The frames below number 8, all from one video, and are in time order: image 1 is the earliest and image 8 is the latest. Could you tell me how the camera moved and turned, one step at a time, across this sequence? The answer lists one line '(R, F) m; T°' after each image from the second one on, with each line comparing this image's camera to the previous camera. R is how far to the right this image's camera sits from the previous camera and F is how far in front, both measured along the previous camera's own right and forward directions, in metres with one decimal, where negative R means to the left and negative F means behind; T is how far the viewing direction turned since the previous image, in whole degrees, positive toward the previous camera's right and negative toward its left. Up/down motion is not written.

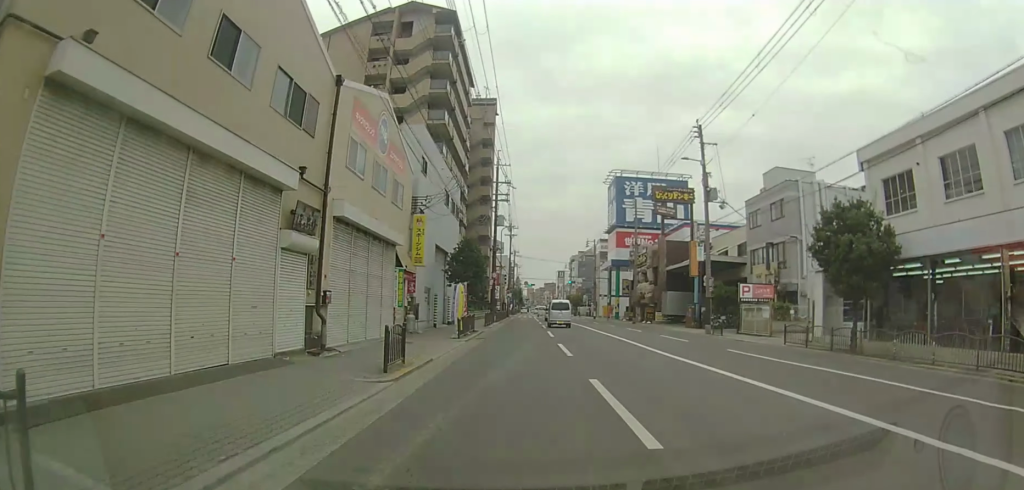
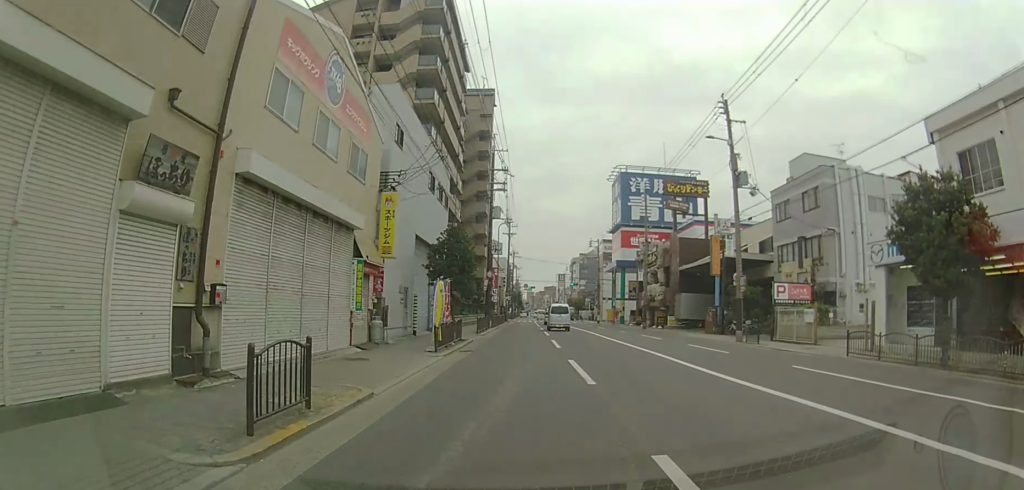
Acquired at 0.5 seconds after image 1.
(0.0, +5.2) m; -1°
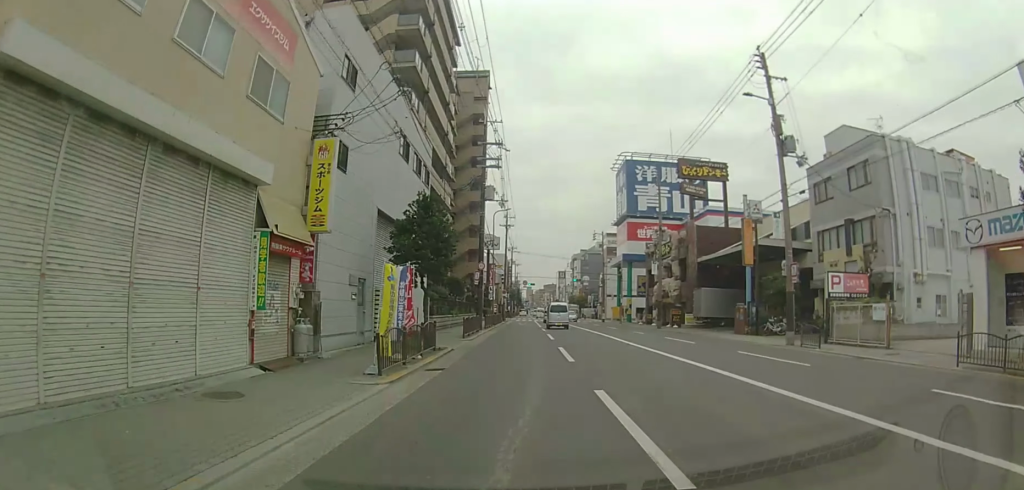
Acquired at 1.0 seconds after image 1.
(0.0, +5.6) m; -1°
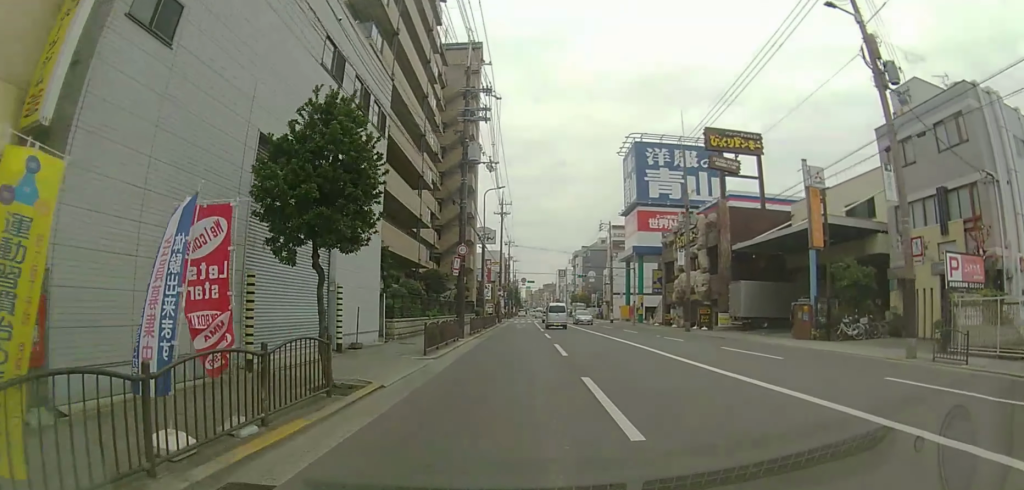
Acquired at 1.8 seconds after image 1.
(-0.2, +8.5) m; 0°
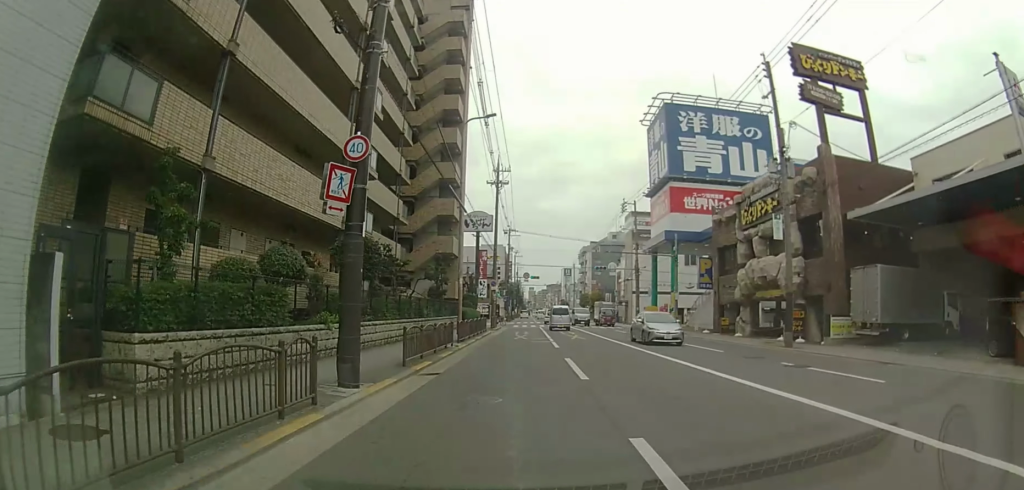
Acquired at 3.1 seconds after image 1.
(+0.2, +15.0) m; +1°
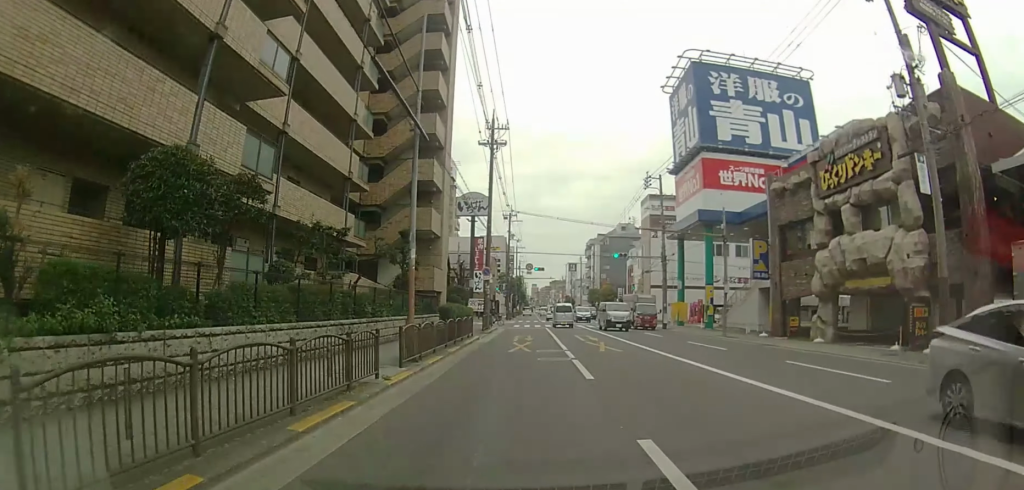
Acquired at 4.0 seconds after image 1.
(0.0, +9.8) m; -1°
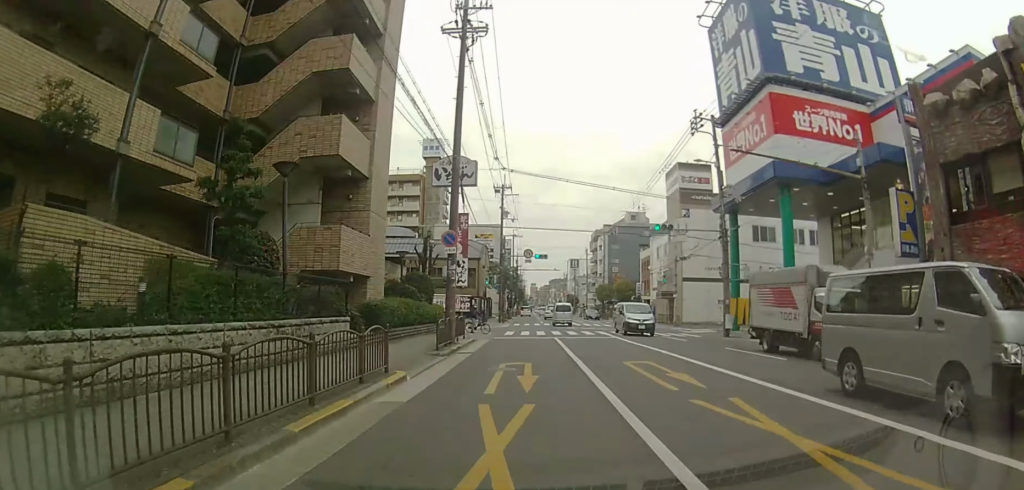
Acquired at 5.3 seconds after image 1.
(-0.2, +14.9) m; -1°
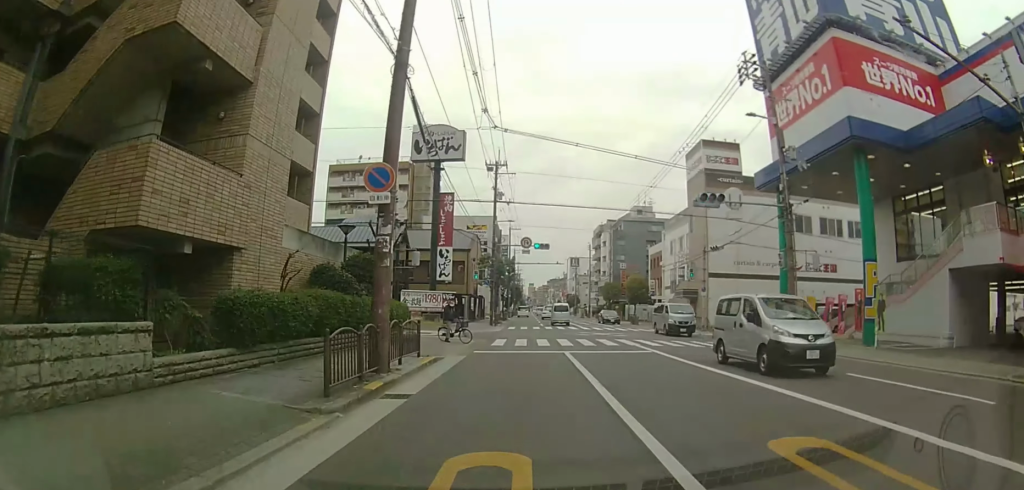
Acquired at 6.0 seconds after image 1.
(0.0, +8.5) m; 0°
